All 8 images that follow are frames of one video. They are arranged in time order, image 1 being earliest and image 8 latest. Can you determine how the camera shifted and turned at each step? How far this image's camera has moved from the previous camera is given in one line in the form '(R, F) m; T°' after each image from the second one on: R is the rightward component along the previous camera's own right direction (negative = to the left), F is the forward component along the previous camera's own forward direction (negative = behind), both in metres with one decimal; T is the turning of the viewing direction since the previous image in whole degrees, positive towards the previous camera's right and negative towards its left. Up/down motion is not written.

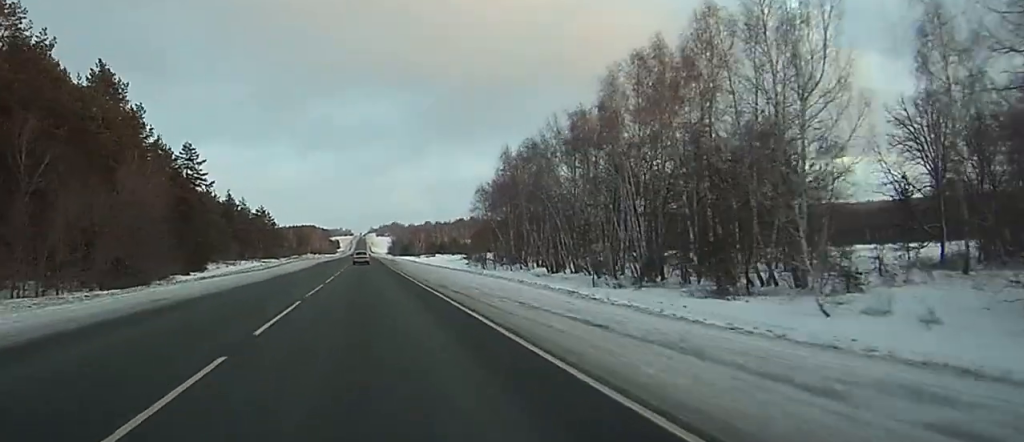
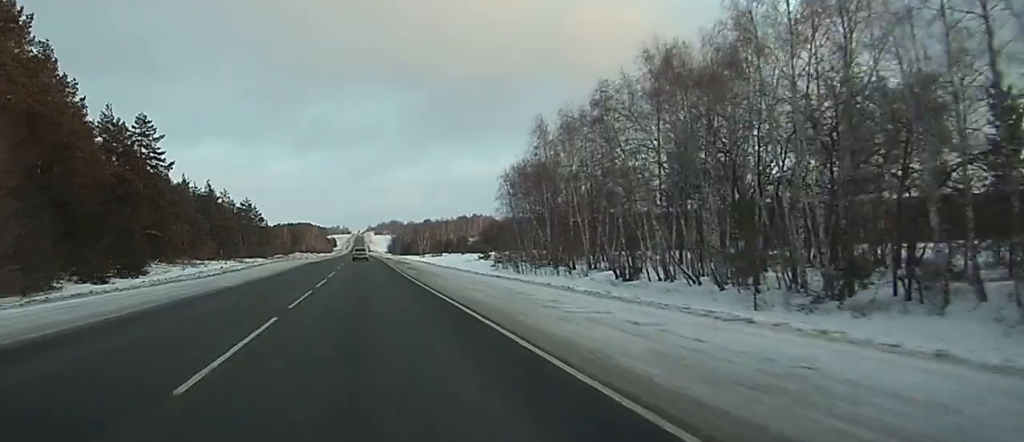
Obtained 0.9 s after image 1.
(-0.1, +29.3) m; 0°
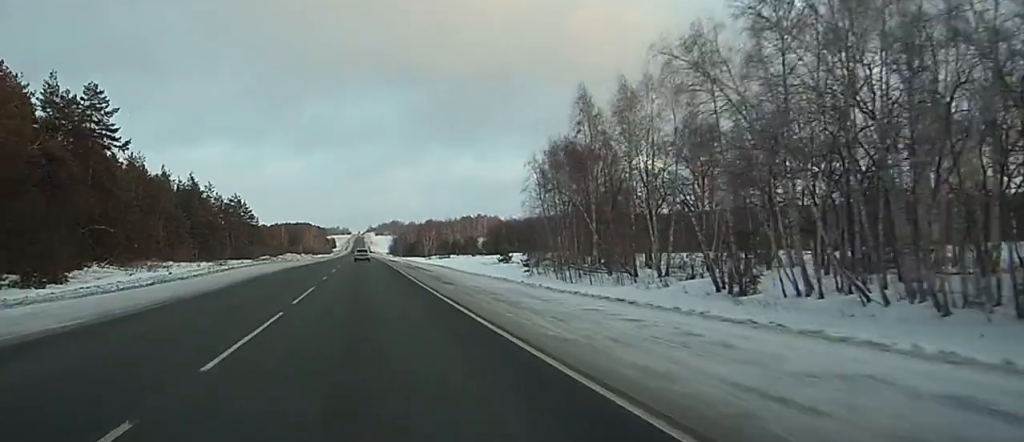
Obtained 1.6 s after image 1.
(-0.1, +22.2) m; 0°
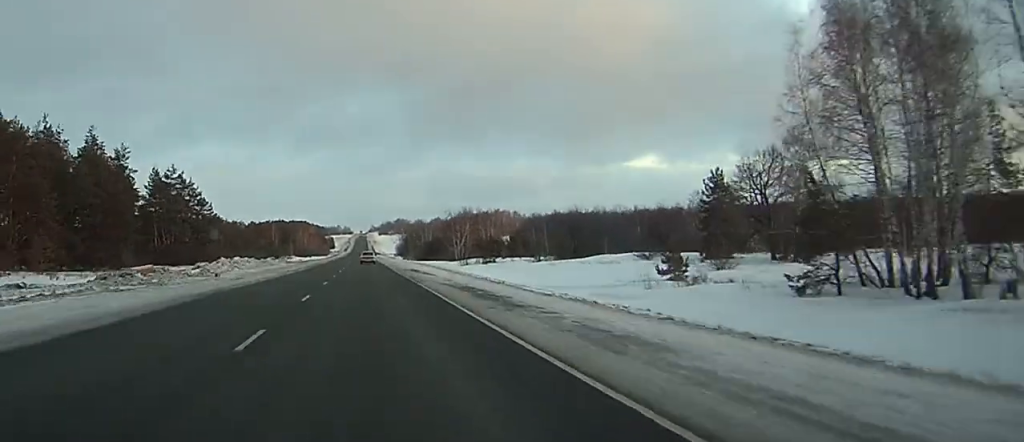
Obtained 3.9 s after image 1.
(+0.2, +74.3) m; 0°
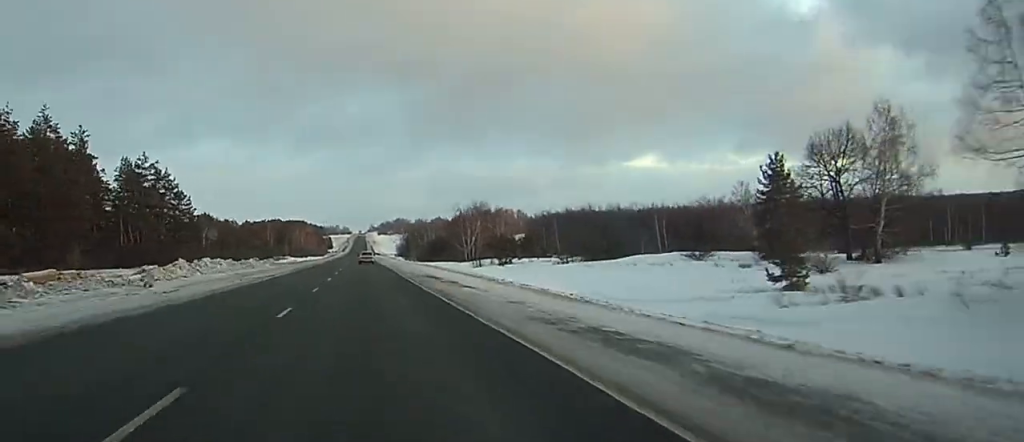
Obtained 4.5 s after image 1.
(0.0, +18.5) m; 0°
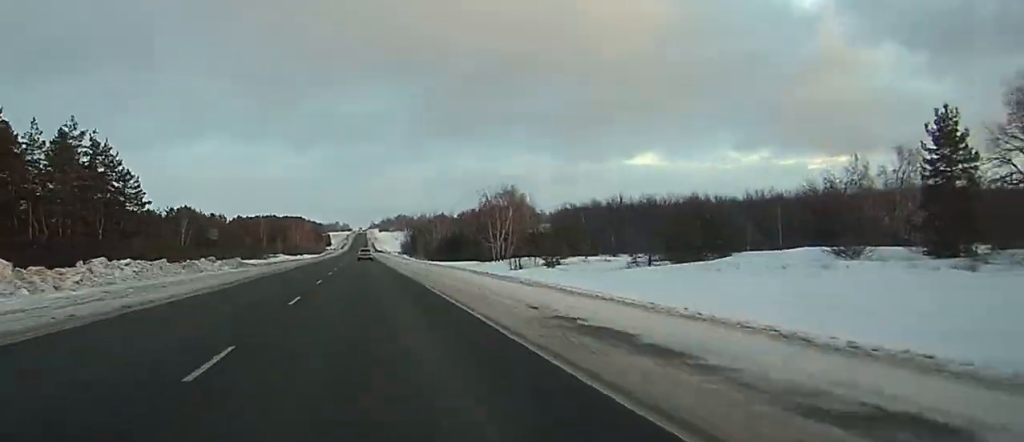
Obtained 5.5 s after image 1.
(0.0, +32.8) m; 0°
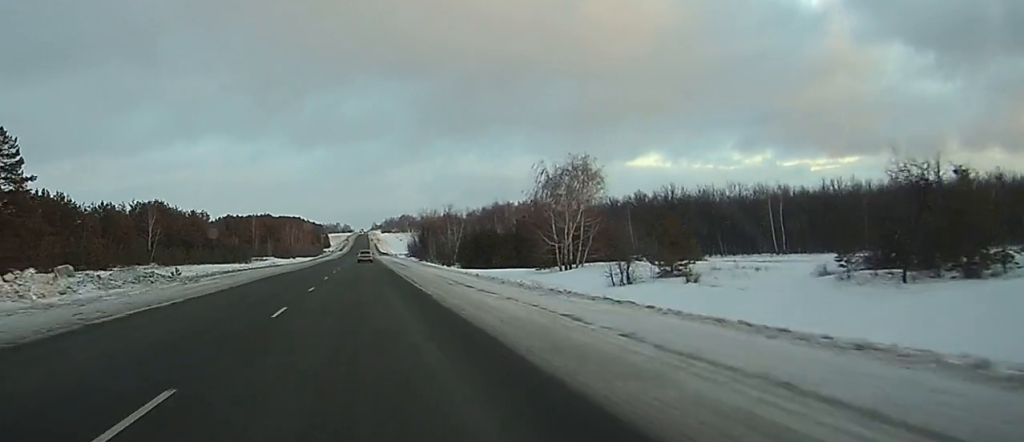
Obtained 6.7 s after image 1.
(-0.3, +39.3) m; -1°
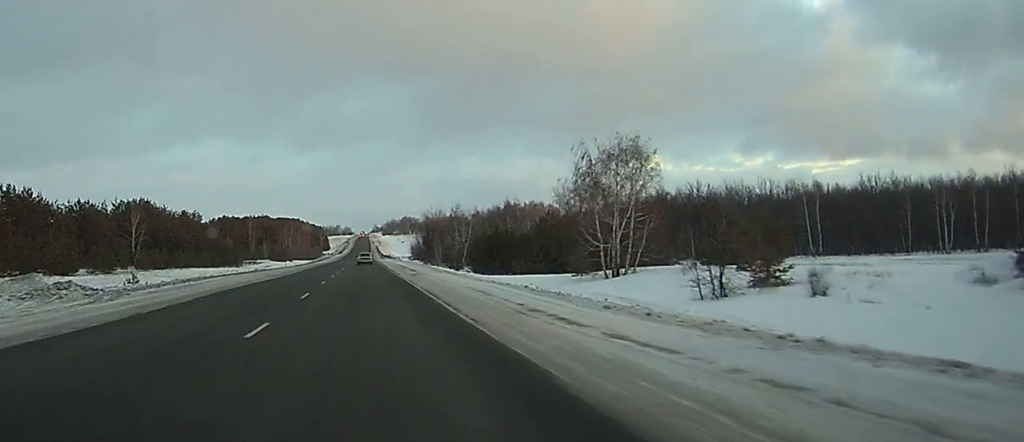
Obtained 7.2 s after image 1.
(-0.1, +15.3) m; 0°
